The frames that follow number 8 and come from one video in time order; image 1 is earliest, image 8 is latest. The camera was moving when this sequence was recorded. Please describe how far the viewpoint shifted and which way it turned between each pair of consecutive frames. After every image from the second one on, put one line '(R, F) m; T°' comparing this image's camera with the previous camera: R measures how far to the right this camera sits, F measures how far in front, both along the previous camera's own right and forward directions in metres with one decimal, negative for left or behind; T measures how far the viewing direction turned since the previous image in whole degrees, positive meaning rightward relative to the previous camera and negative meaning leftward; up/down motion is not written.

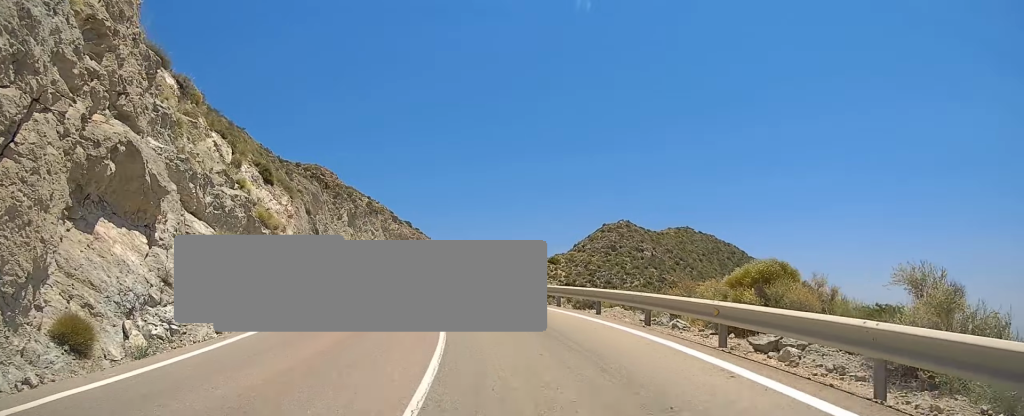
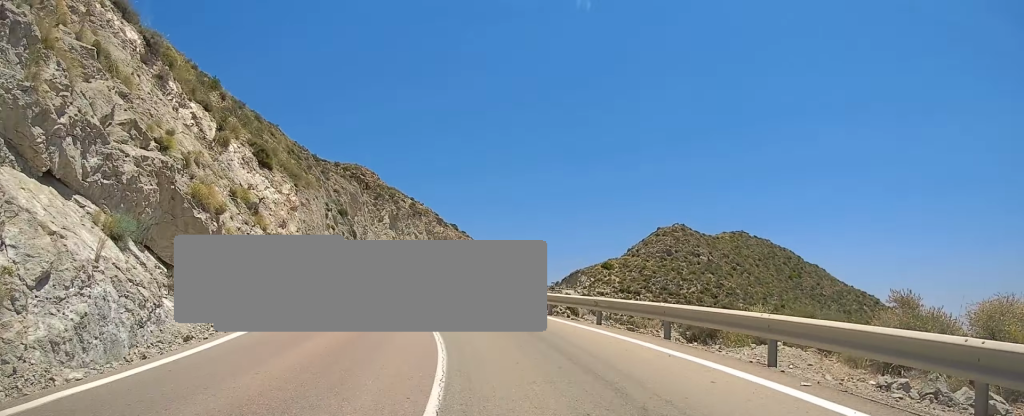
(-0.2, +9.1) m; -4°
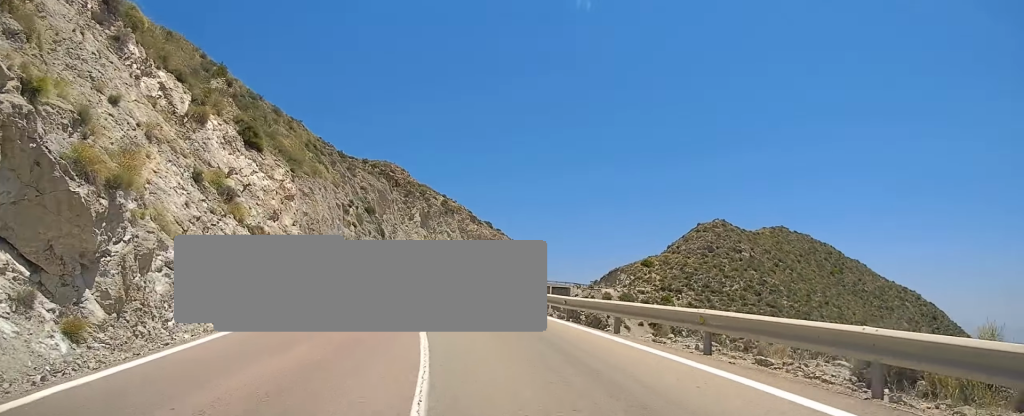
(-0.4, +6.3) m; -3°
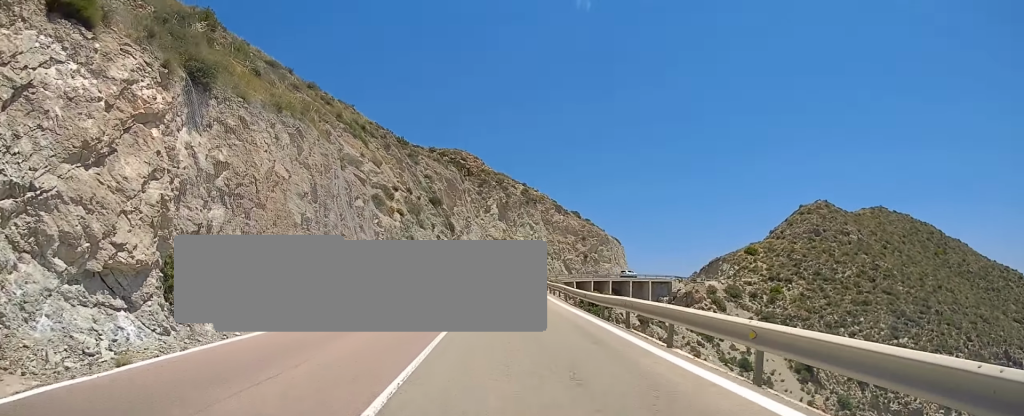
(-1.0, +17.8) m; -7°
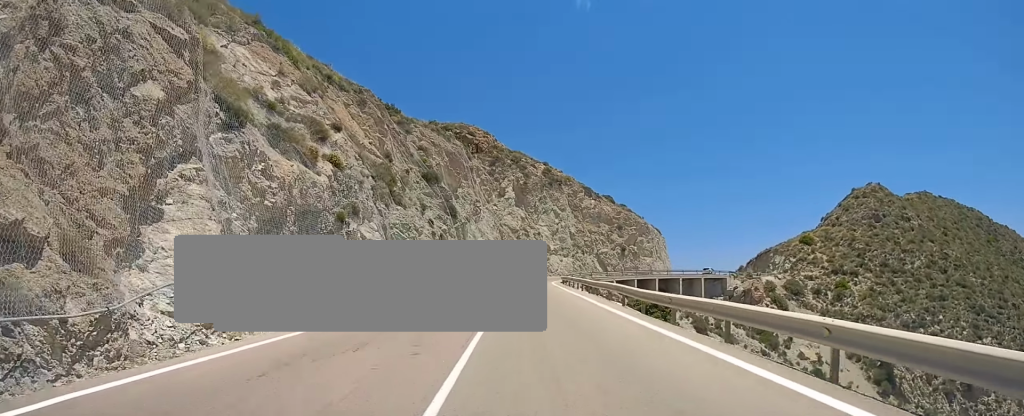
(-1.3, +24.2) m; -3°
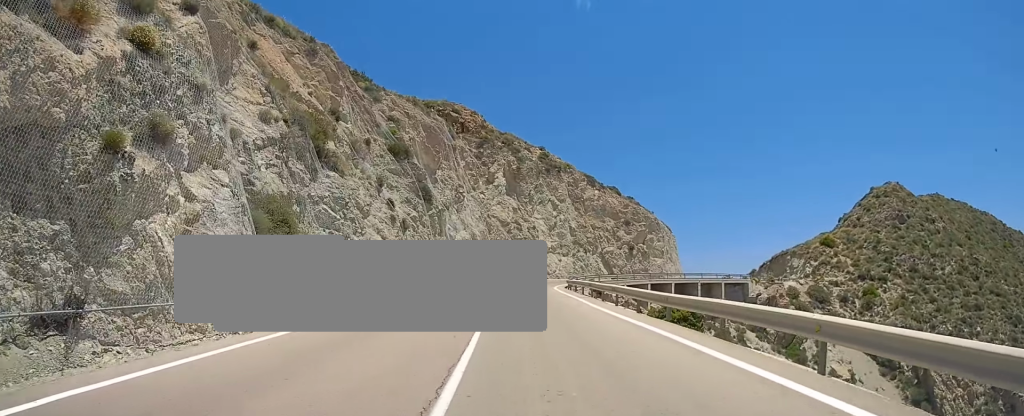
(0.0, +15.2) m; +1°
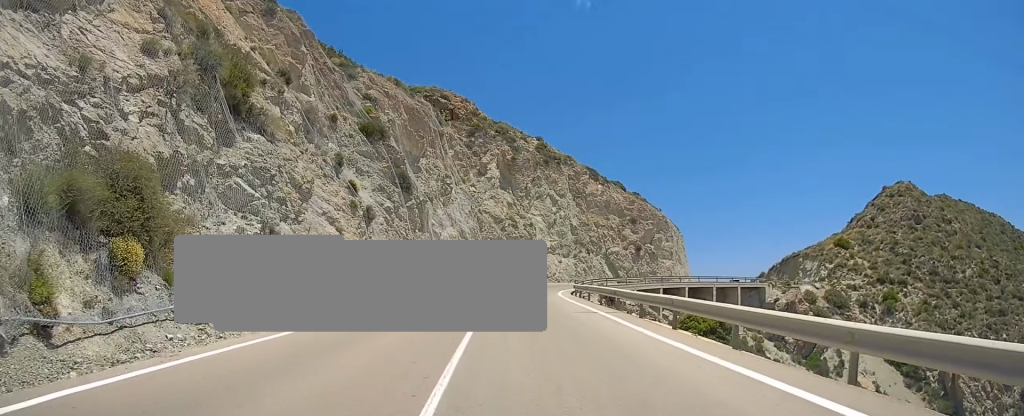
(0.0, +8.7) m; +1°
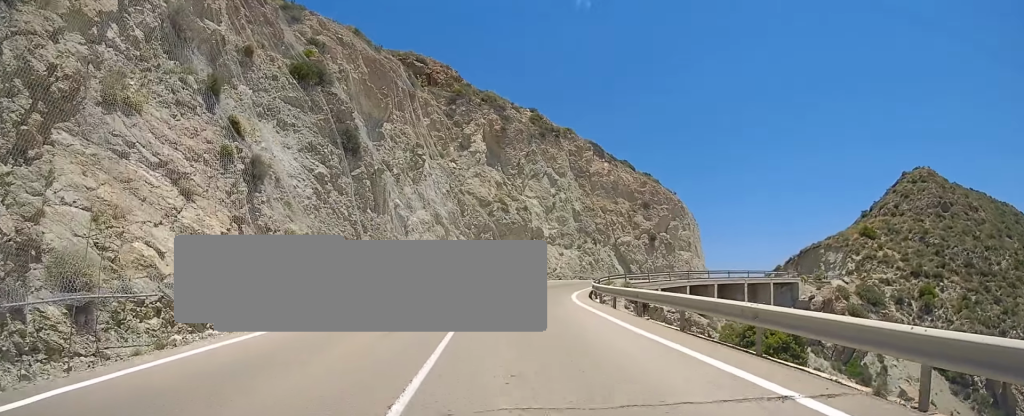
(+0.1, +13.4) m; +1°
